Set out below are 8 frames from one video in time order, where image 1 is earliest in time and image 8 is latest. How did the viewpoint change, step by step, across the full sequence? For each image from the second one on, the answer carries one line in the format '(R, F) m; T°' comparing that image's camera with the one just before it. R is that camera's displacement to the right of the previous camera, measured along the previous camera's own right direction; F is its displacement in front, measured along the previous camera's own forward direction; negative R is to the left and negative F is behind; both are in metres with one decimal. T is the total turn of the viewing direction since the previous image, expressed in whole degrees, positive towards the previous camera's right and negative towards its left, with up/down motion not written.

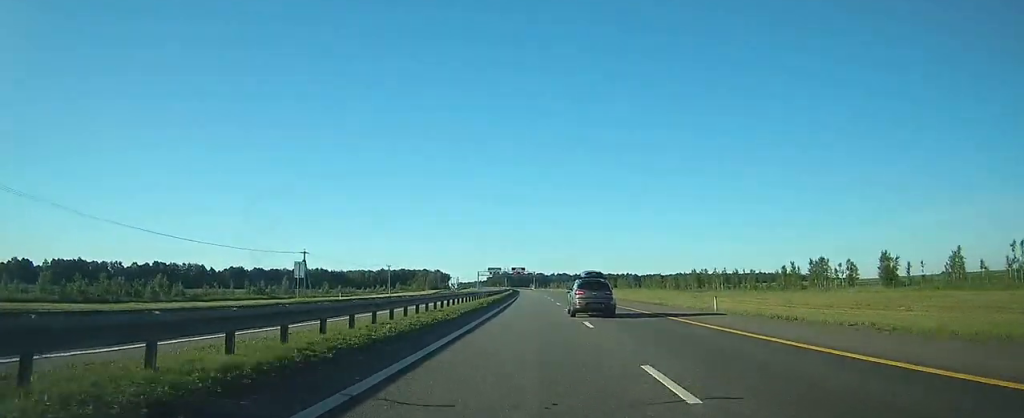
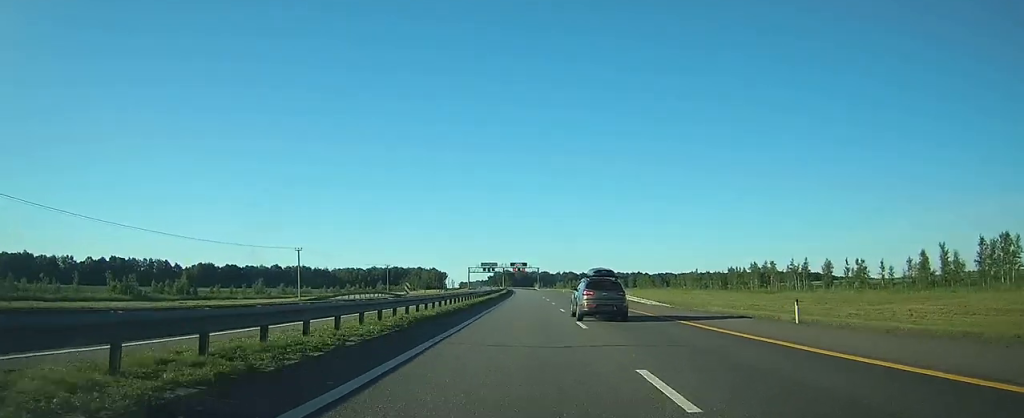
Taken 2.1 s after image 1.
(-0.4, +60.0) m; -1°
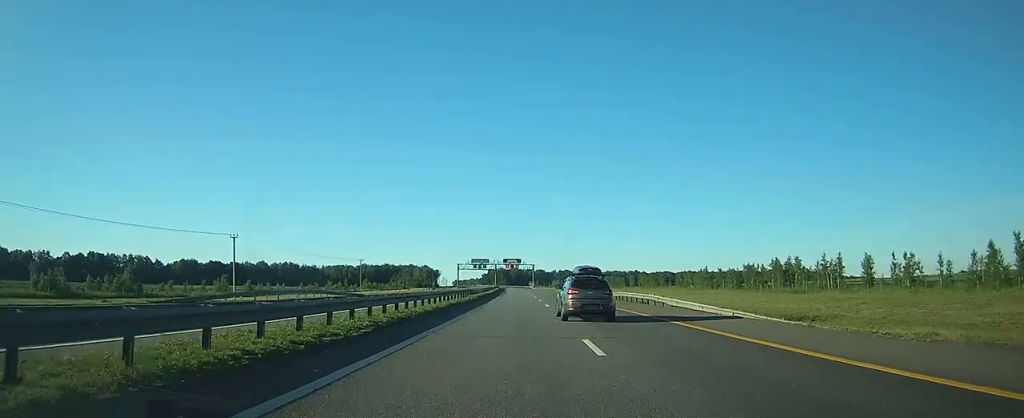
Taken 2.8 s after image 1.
(0.0, +19.0) m; 0°
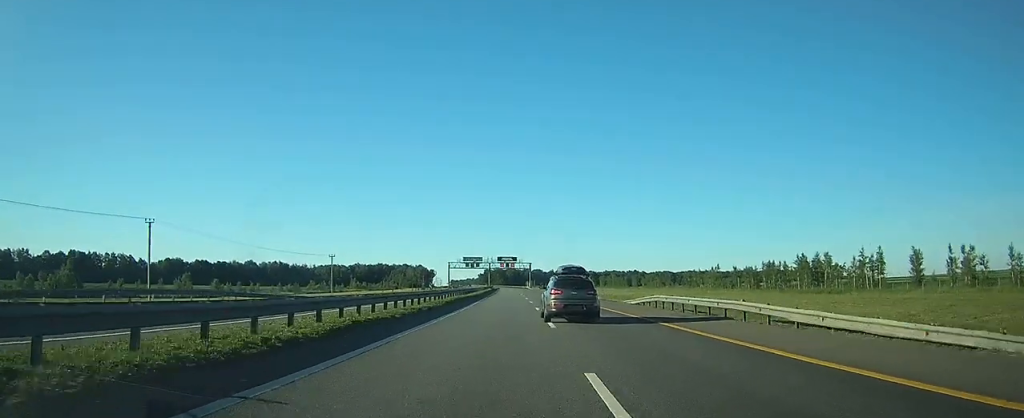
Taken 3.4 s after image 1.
(0.0, +17.0) m; 0°
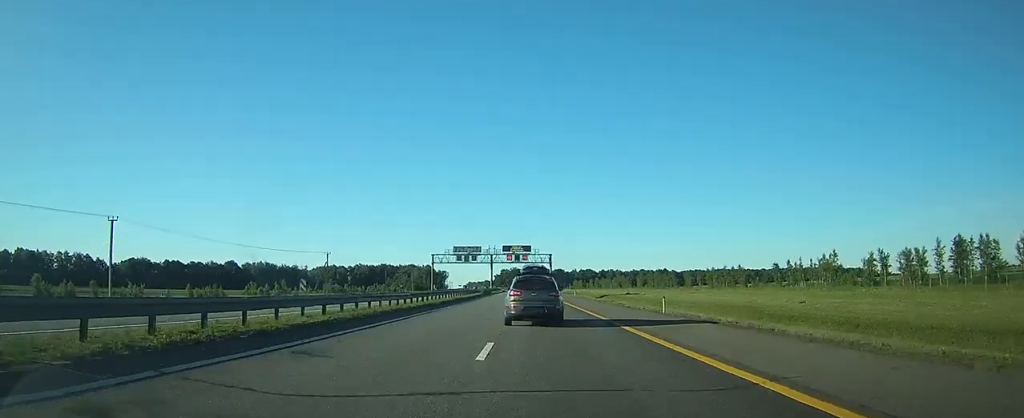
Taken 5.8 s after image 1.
(0.0, +68.1) m; -1°
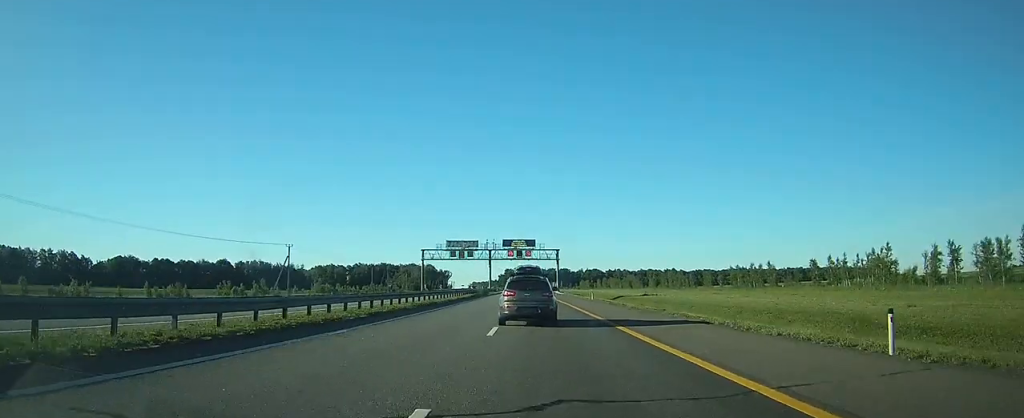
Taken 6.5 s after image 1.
(-0.1, +19.2) m; -1°
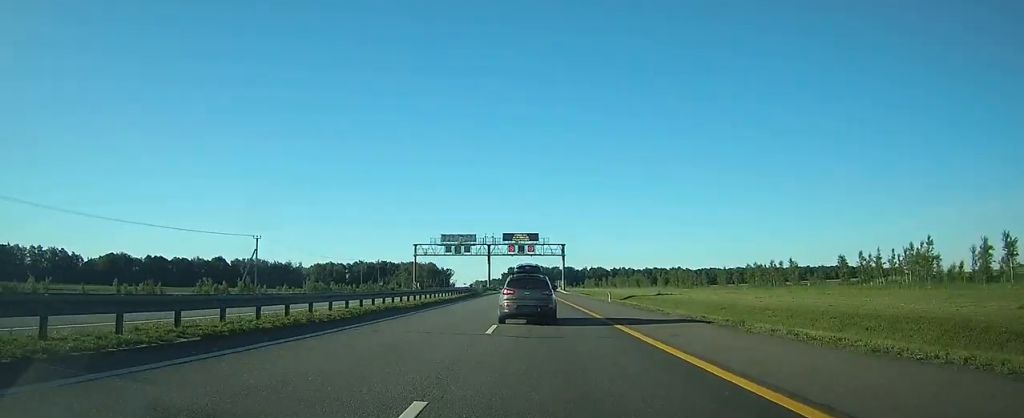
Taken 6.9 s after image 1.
(-0.1, +11.8) m; 0°
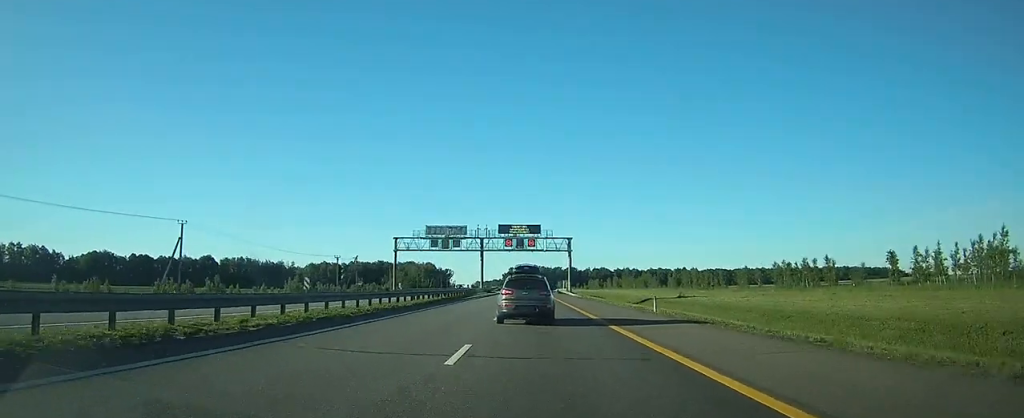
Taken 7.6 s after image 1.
(-0.1, +18.1) m; 0°
